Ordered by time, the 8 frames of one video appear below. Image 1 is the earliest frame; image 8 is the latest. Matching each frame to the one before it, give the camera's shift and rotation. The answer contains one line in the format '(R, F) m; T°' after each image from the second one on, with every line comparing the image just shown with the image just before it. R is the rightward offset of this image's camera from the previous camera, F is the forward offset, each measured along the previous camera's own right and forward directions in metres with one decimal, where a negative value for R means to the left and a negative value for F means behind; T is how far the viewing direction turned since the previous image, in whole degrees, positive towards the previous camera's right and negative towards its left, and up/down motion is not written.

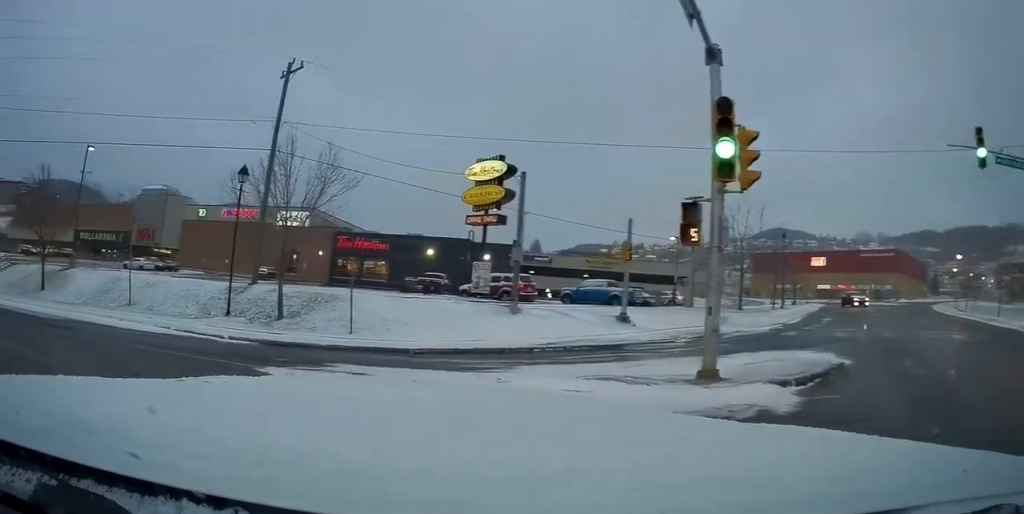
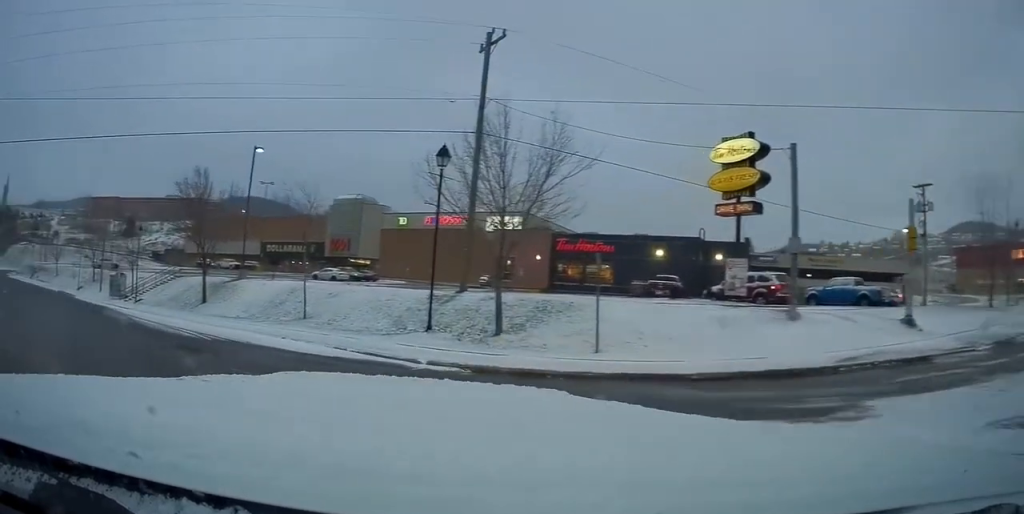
(-0.6, +5.0) m; -22°
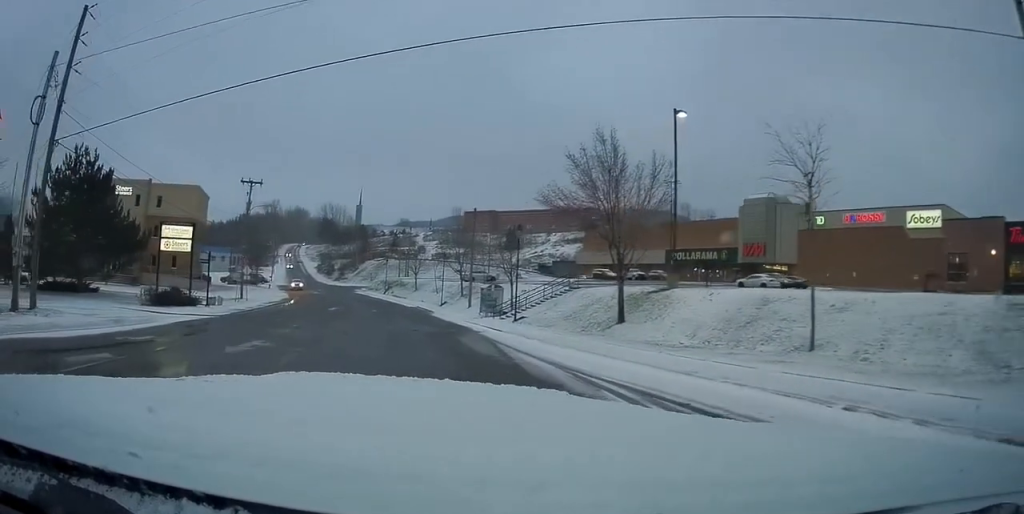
(-3.8, +7.8) m; -45°
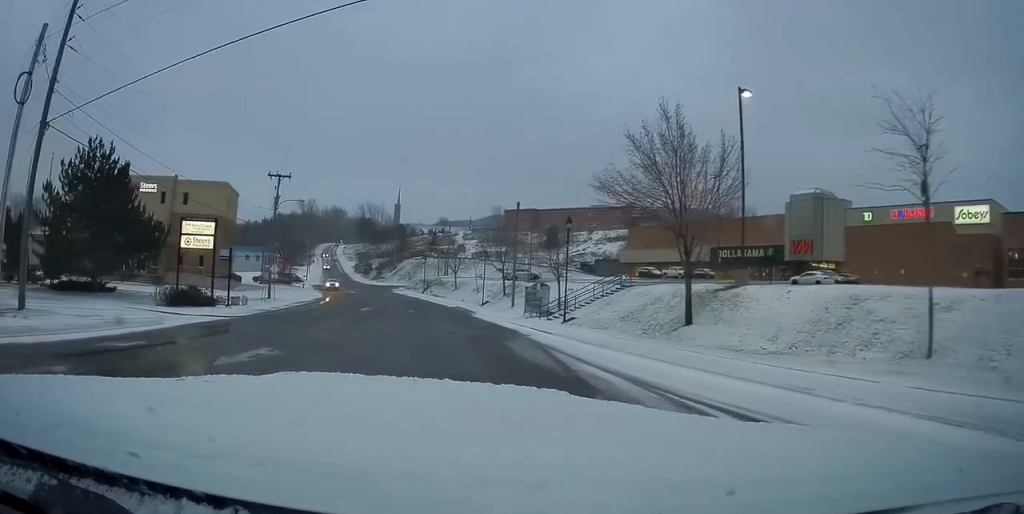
(-0.3, +2.3) m; -5°
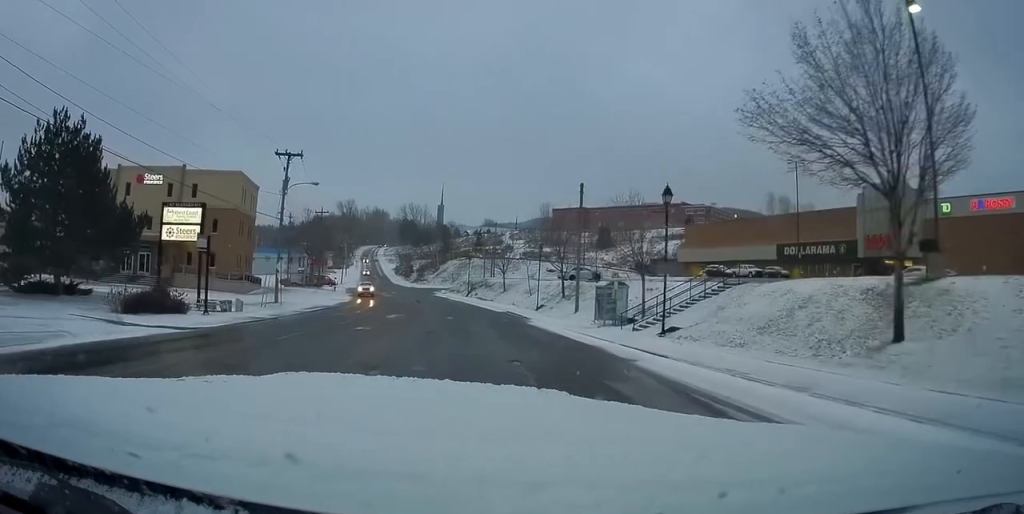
(-0.8, +7.3) m; -10°
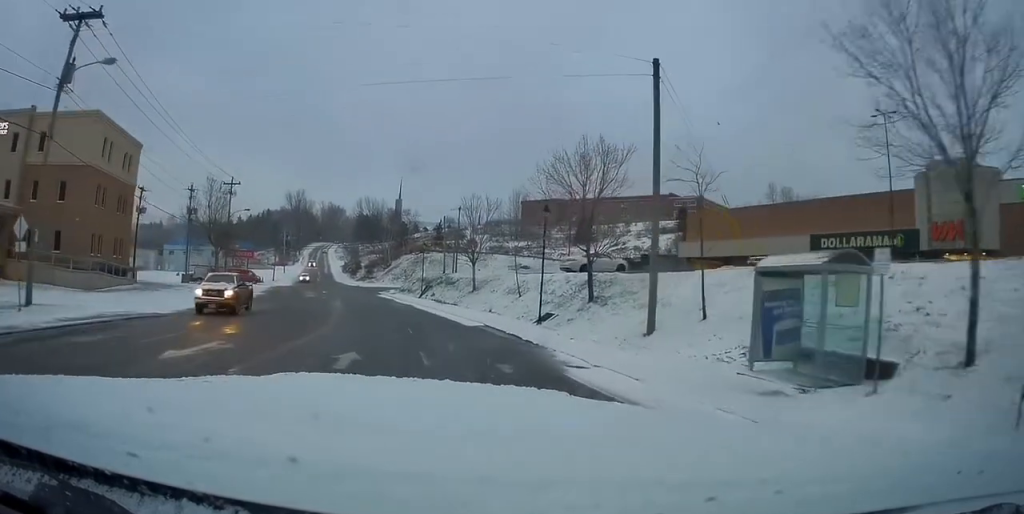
(-0.3, +19.9) m; +2°
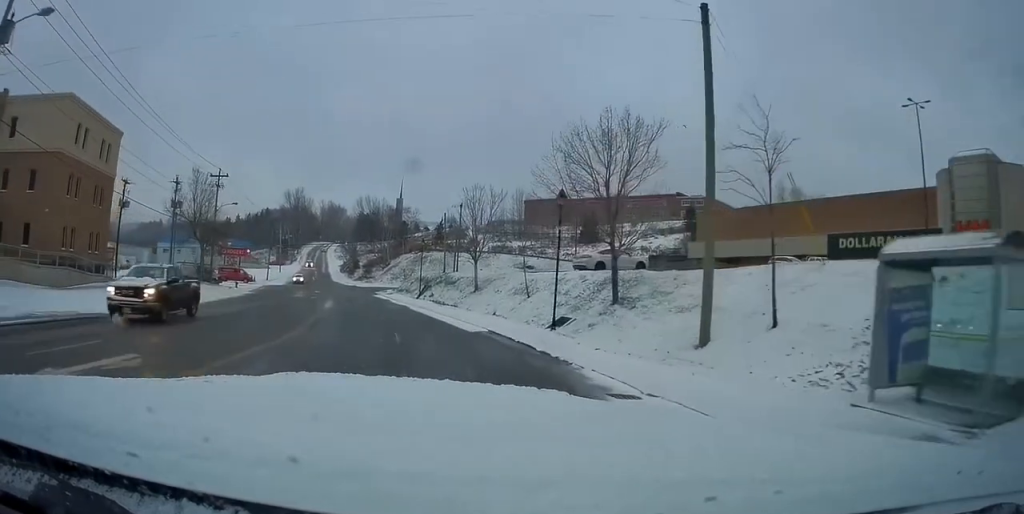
(0.0, +3.5) m; 0°
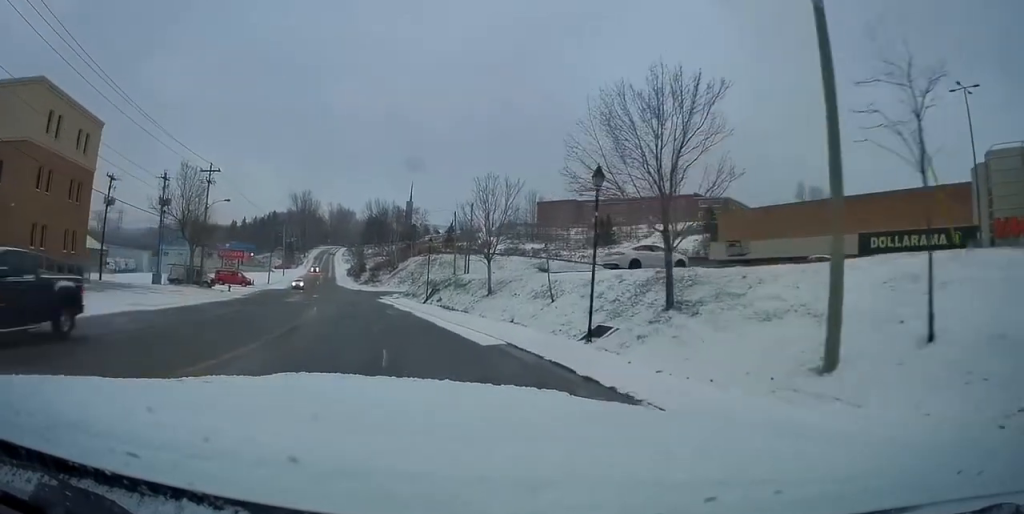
(0.0, +4.1) m; 0°
